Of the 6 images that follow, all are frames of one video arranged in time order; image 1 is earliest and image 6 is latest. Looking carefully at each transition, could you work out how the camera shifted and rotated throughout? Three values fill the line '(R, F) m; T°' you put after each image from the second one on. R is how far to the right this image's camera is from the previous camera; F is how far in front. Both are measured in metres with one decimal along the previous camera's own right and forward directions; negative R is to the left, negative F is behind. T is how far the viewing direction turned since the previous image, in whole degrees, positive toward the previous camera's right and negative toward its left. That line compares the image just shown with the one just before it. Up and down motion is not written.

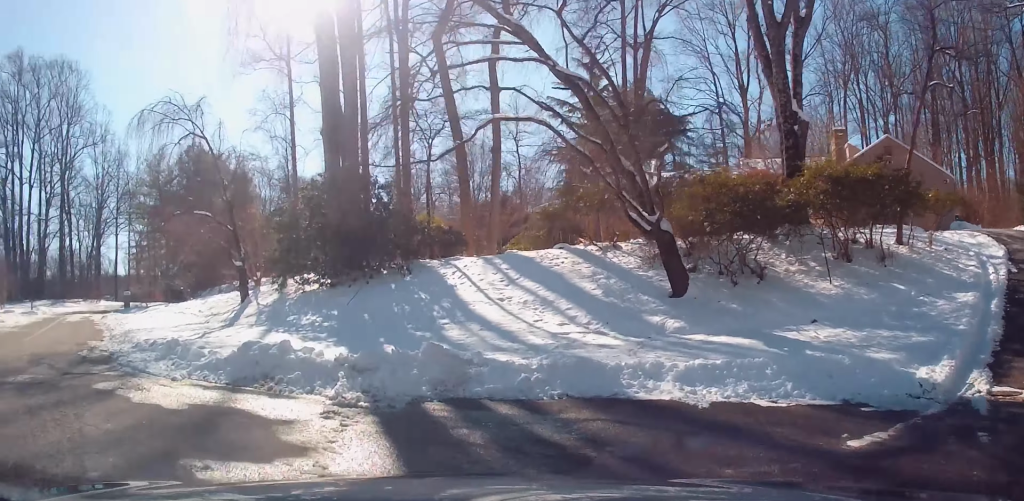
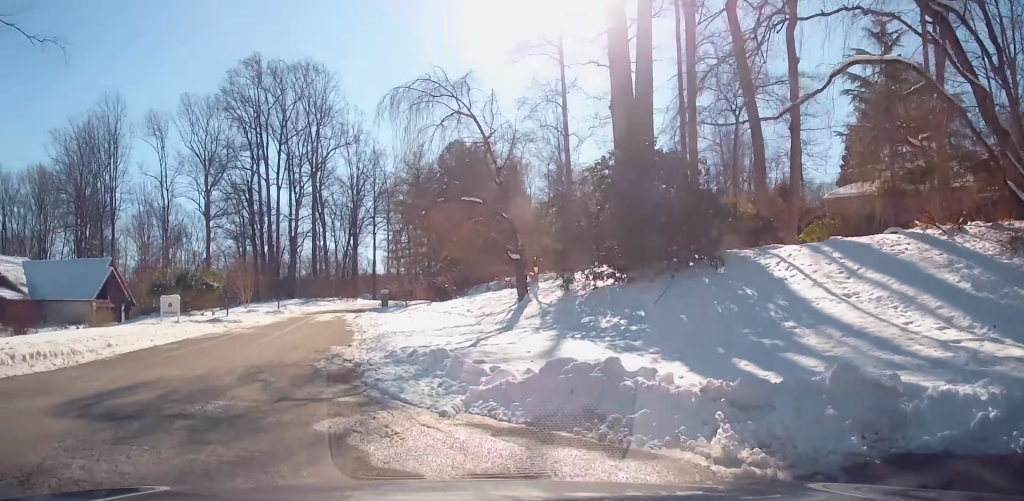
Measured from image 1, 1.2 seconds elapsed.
(-0.3, +4.5) m; -3°
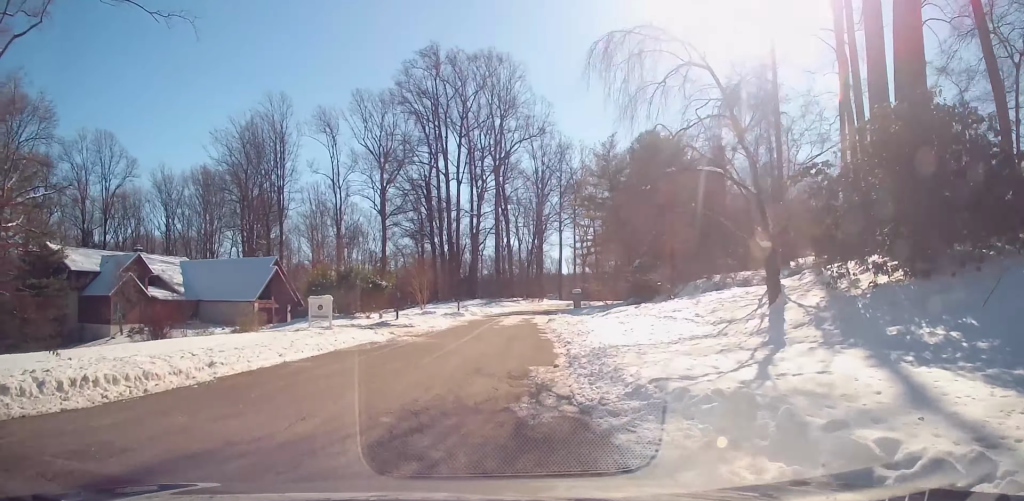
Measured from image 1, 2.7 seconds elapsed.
(0.0, +5.9) m; +1°
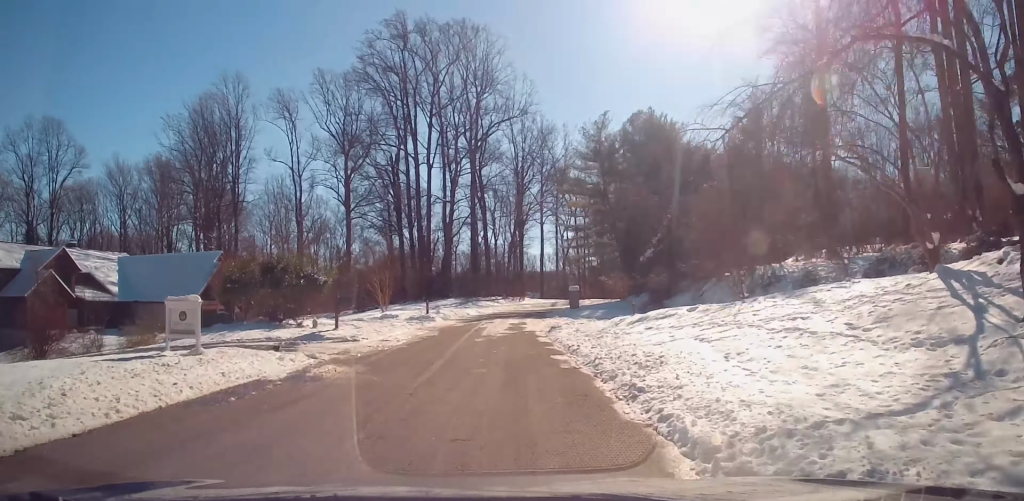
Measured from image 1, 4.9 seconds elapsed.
(+0.2, +9.3) m; +3°
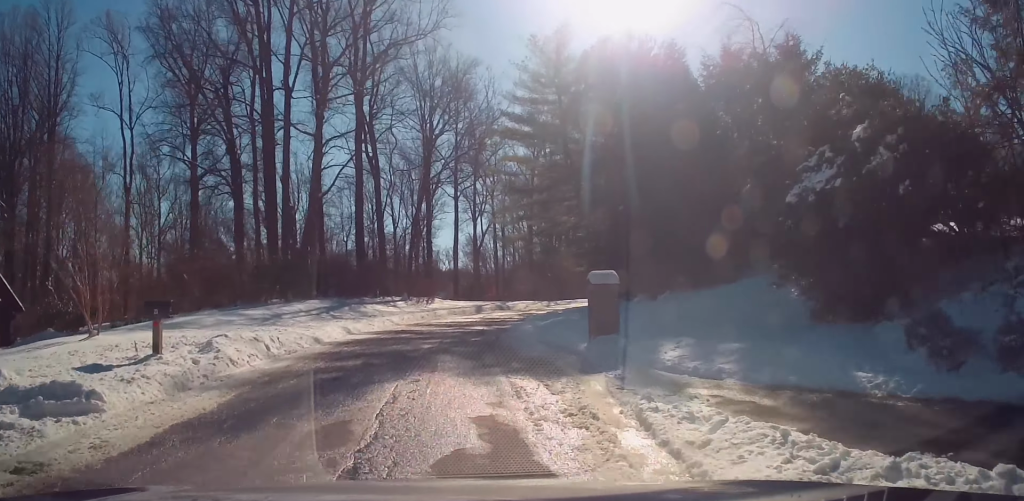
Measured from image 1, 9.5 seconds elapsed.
(+0.7, +22.5) m; +2°
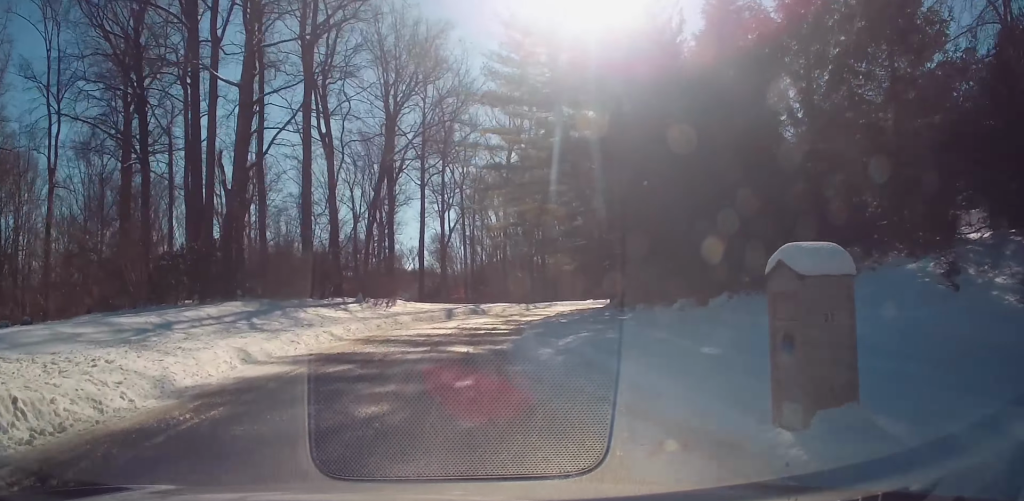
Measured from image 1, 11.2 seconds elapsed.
(0.0, +7.8) m; +1°
